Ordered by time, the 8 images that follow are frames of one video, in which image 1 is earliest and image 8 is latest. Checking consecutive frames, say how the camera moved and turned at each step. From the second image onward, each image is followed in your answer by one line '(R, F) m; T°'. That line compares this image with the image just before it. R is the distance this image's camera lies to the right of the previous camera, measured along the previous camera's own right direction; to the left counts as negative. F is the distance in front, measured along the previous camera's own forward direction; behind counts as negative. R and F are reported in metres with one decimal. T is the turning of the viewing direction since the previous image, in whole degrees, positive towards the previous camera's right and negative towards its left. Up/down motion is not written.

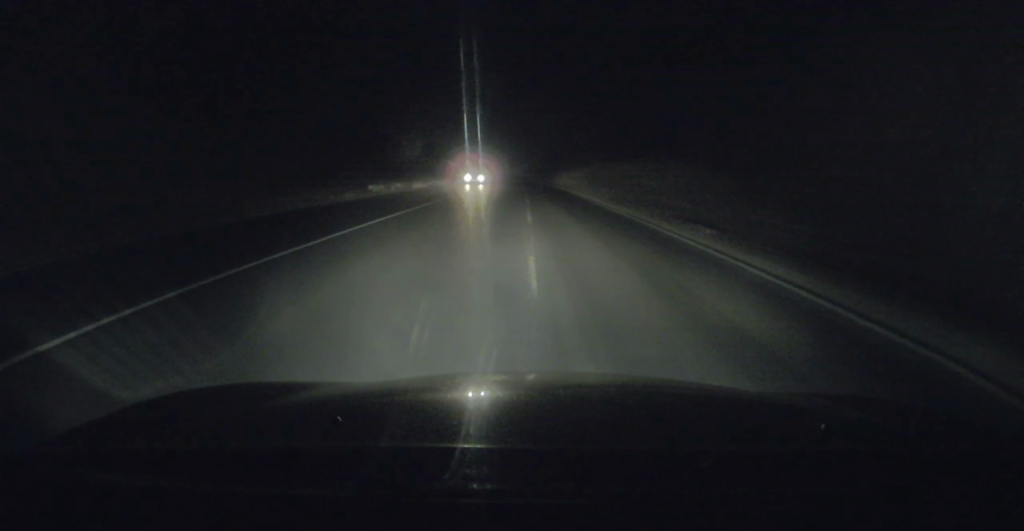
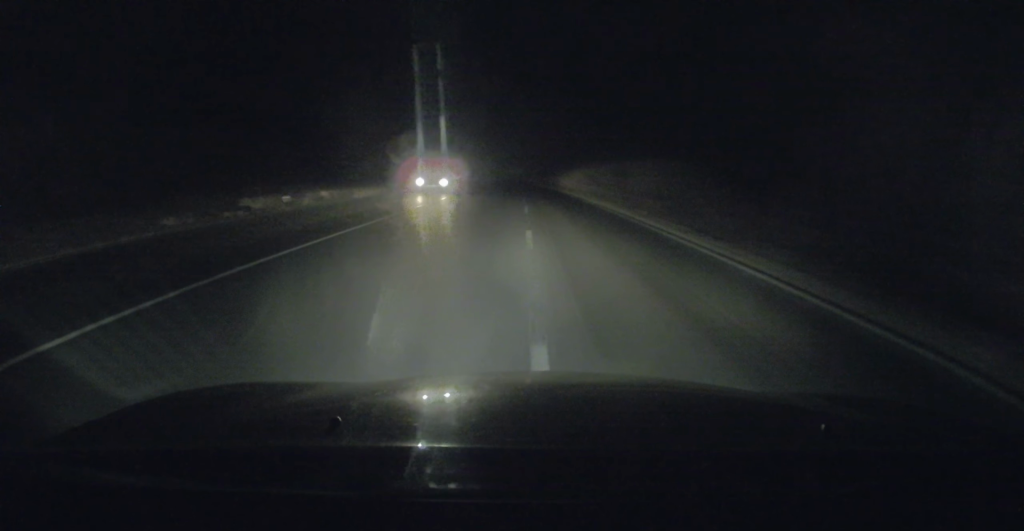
(-0.1, +14.0) m; 0°
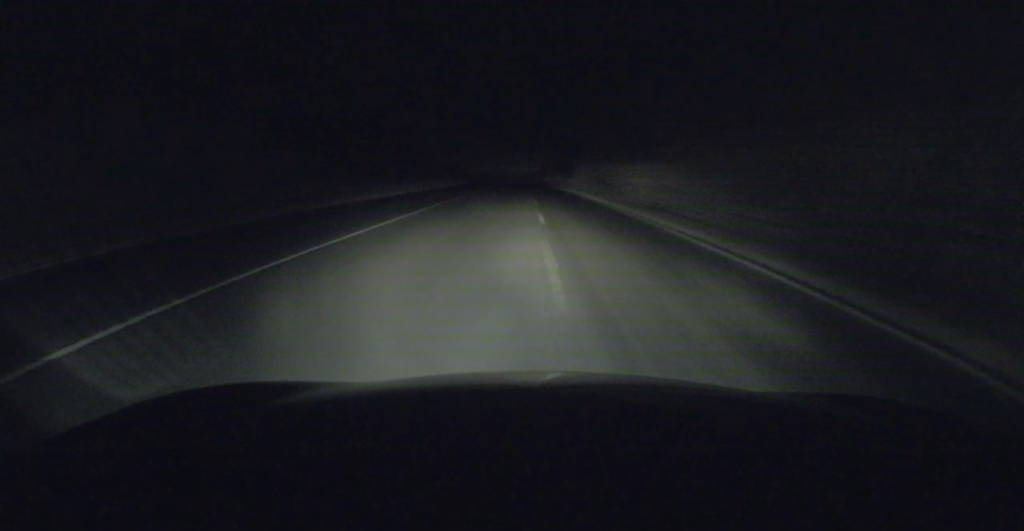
(-0.1, +31.3) m; 0°
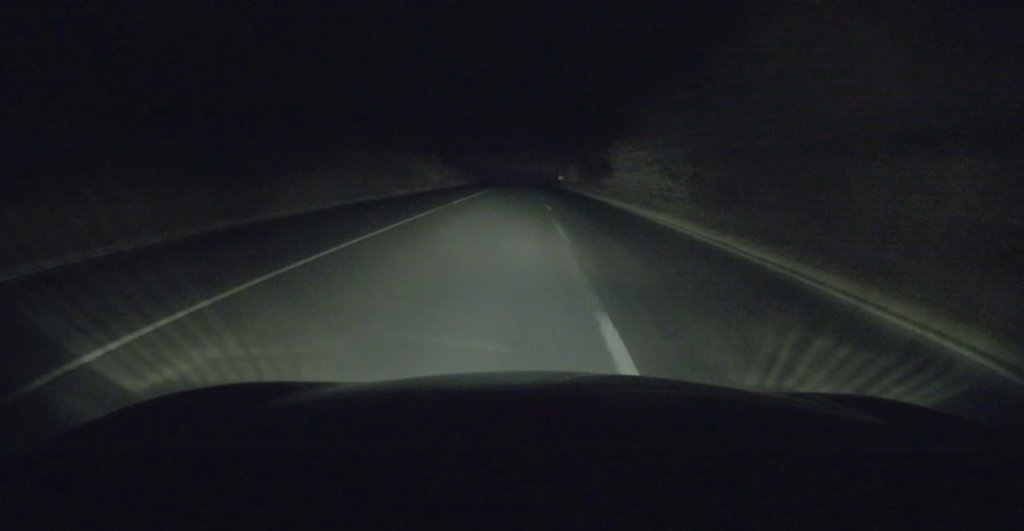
(-0.1, +21.7) m; -1°
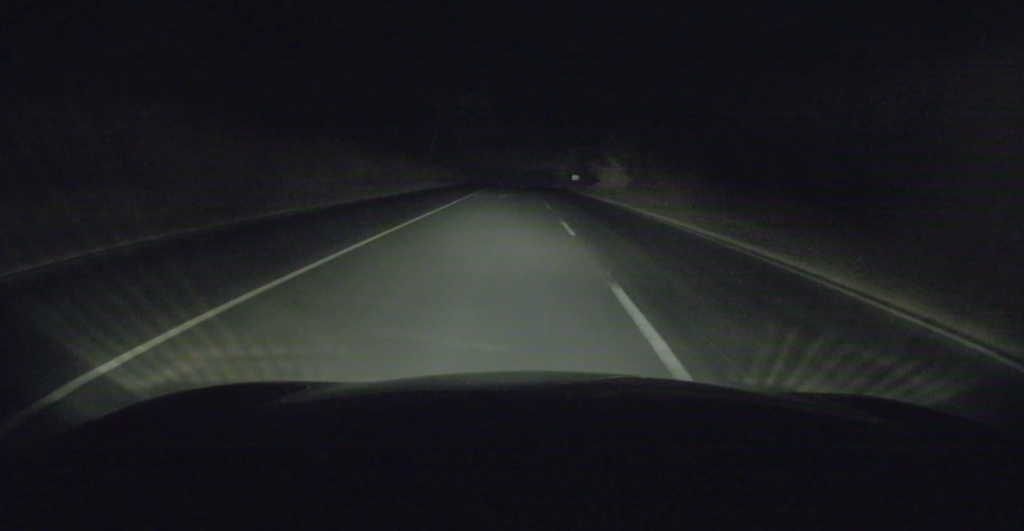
(-0.5, +34.5) m; -1°
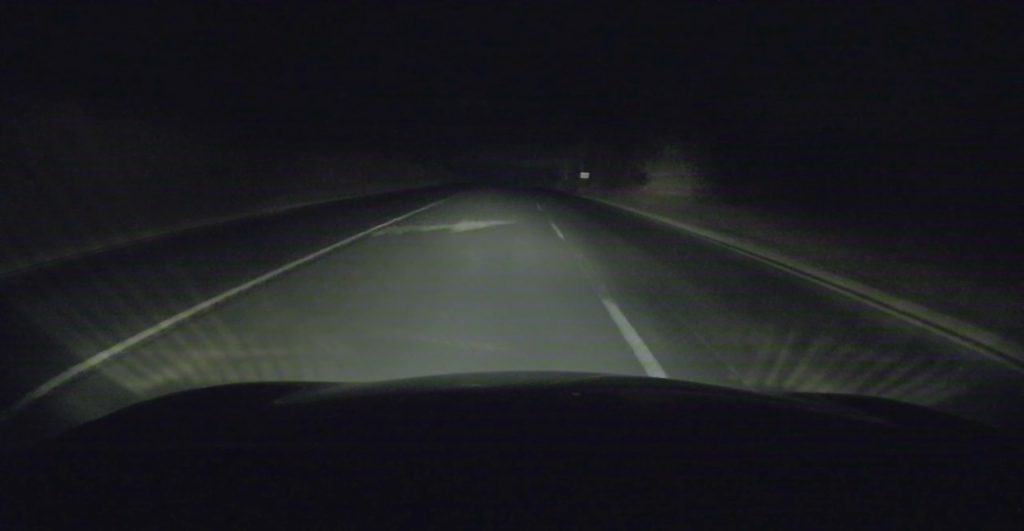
(-0.2, +19.0) m; 0°
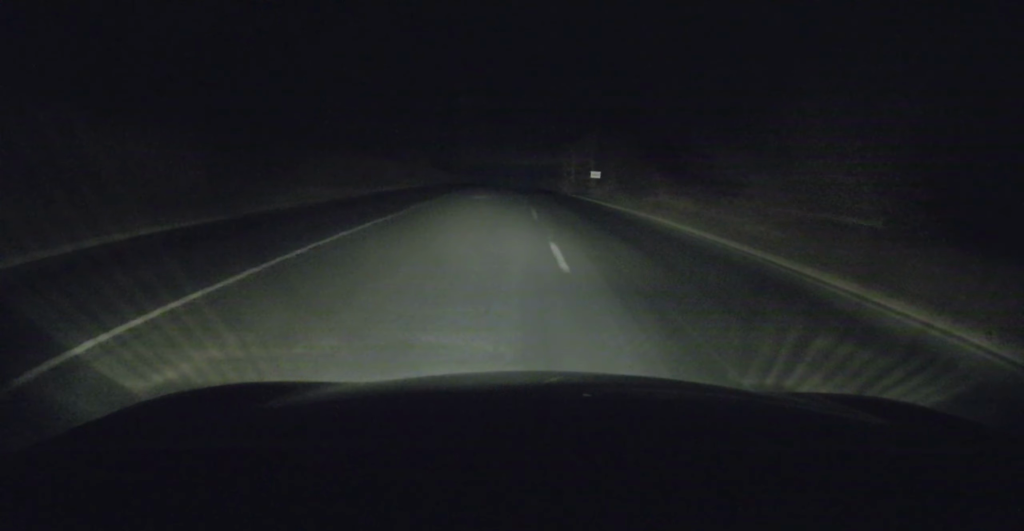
(+0.1, +12.8) m; 0°
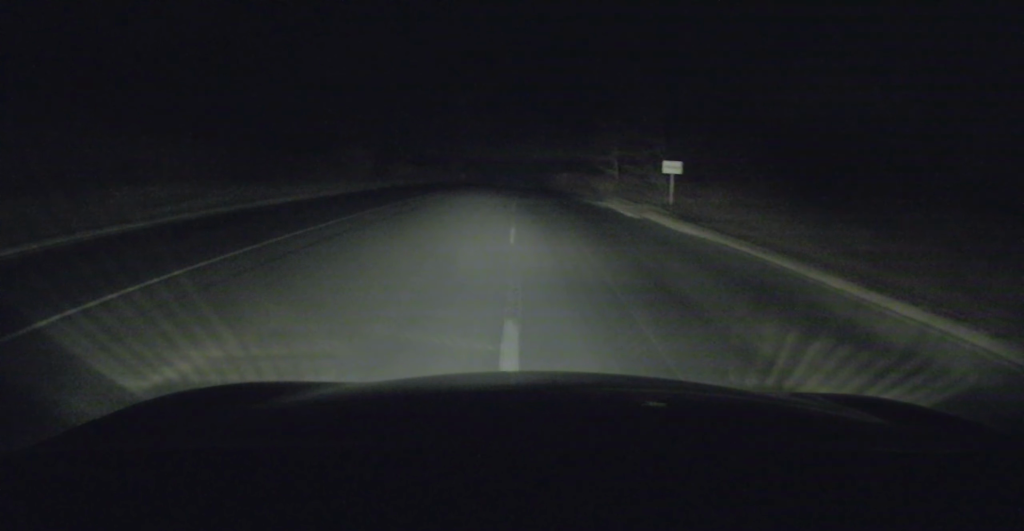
(0.0, +33.3) m; 0°
